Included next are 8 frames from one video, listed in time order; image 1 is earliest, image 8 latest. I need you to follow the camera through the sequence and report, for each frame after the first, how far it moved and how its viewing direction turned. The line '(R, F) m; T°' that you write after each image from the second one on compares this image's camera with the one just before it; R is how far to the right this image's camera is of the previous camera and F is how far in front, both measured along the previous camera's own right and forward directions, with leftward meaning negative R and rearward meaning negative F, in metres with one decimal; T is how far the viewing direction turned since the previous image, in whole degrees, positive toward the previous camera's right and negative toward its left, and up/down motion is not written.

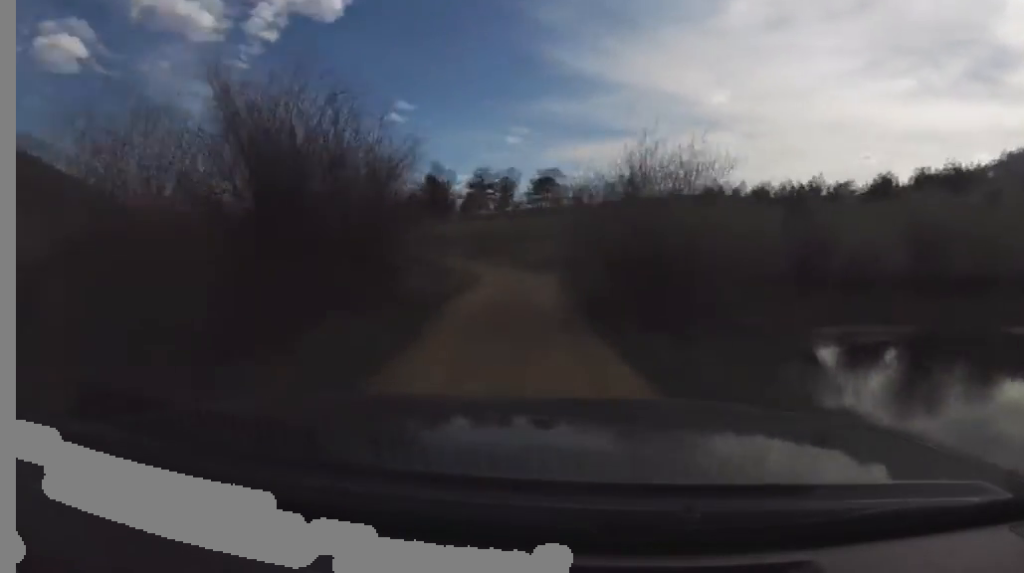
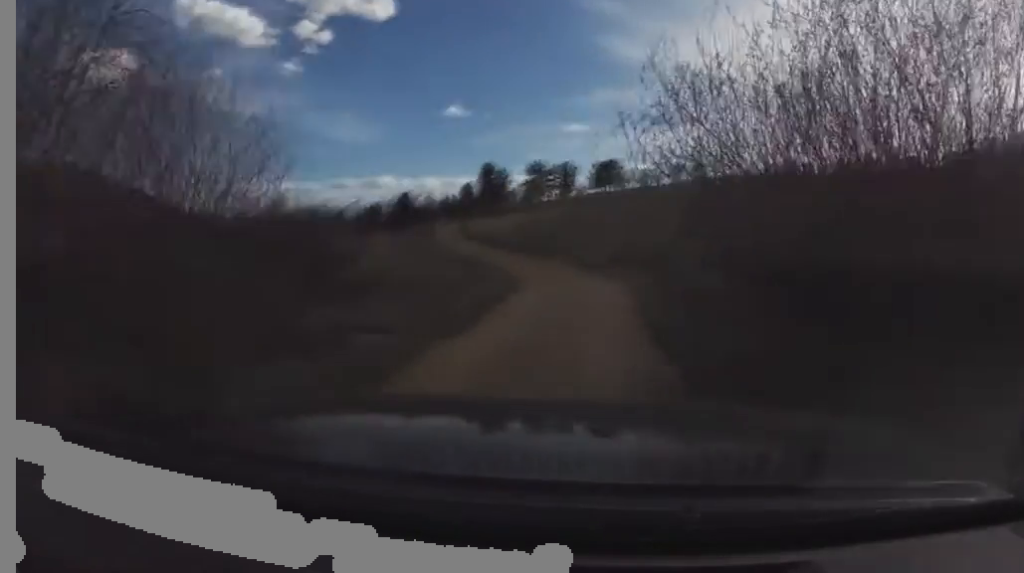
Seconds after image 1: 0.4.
(0.0, +10.0) m; 0°
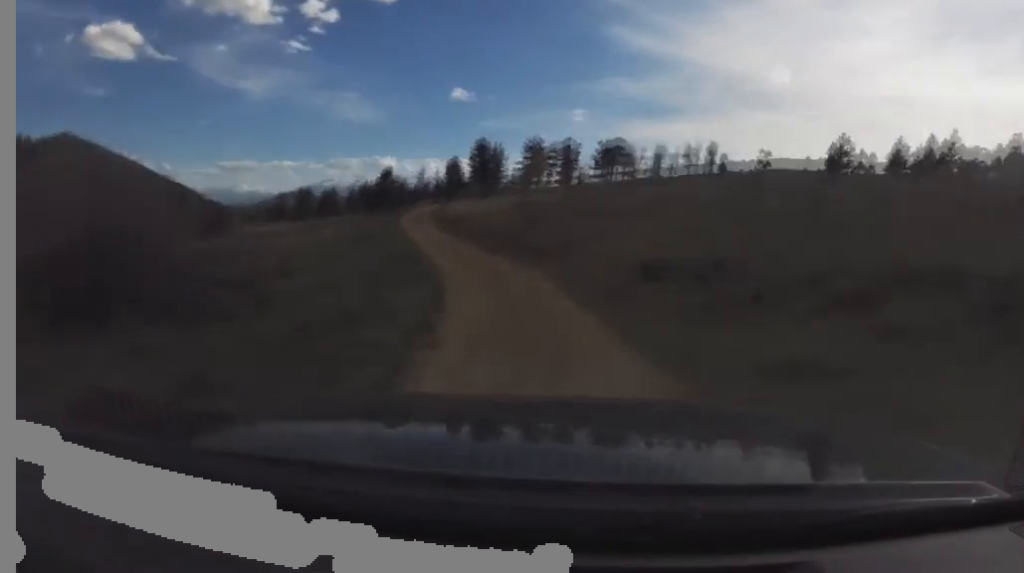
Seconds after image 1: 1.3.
(0.0, +20.4) m; 0°
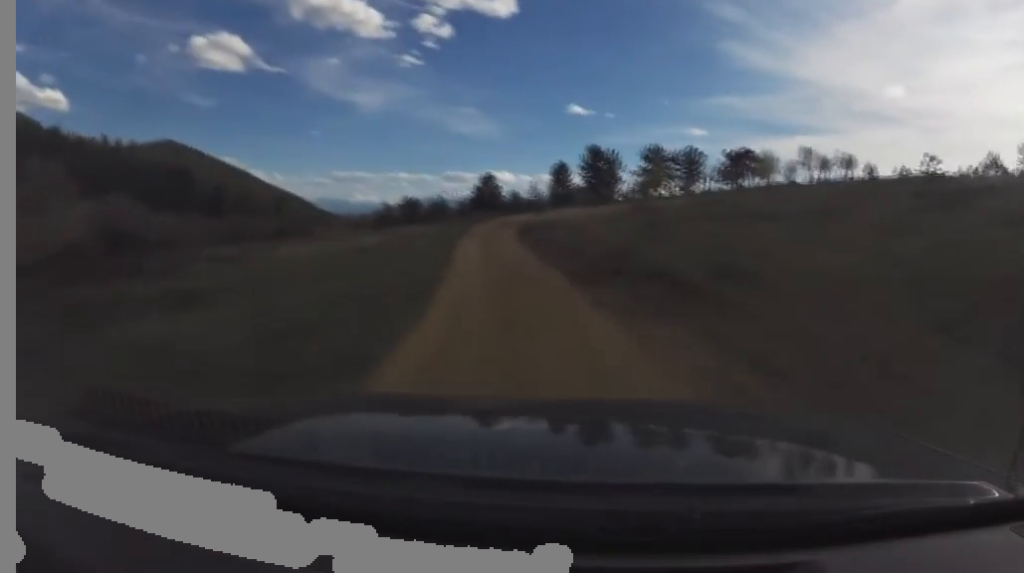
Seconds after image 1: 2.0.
(0.0, +14.9) m; 0°
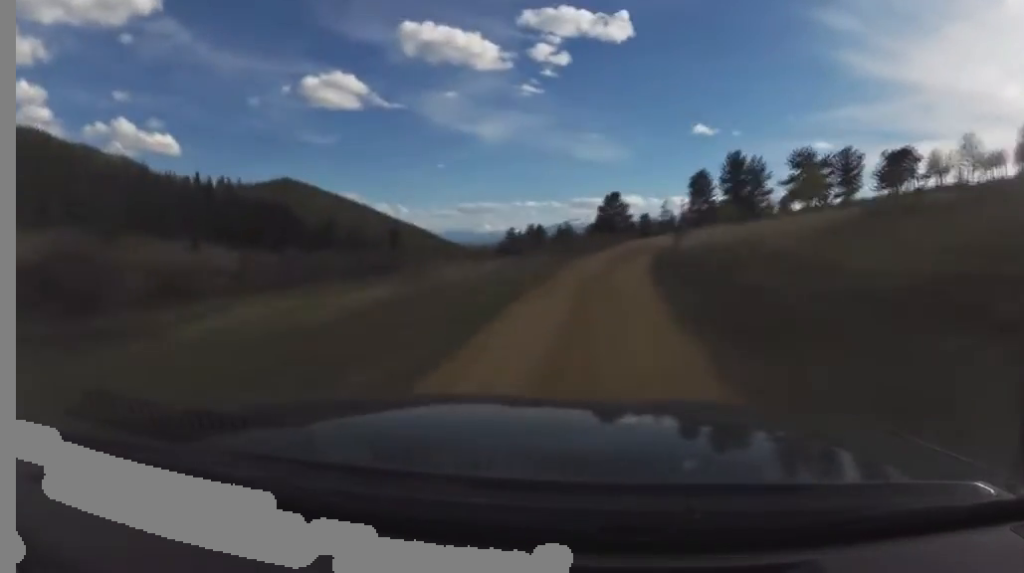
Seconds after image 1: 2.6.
(0.0, +14.0) m; 0°
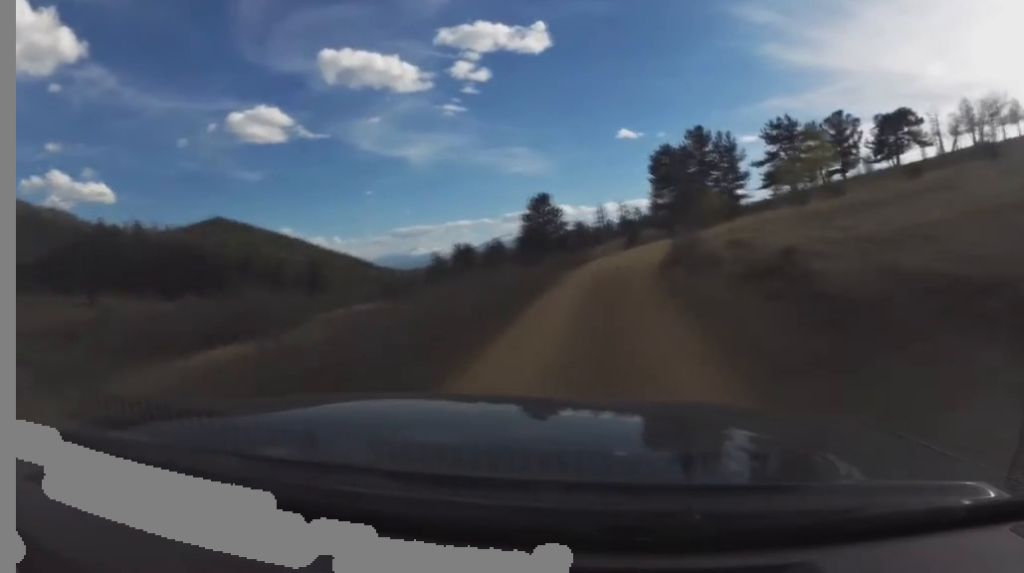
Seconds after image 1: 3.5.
(0.0, +17.4) m; +3°
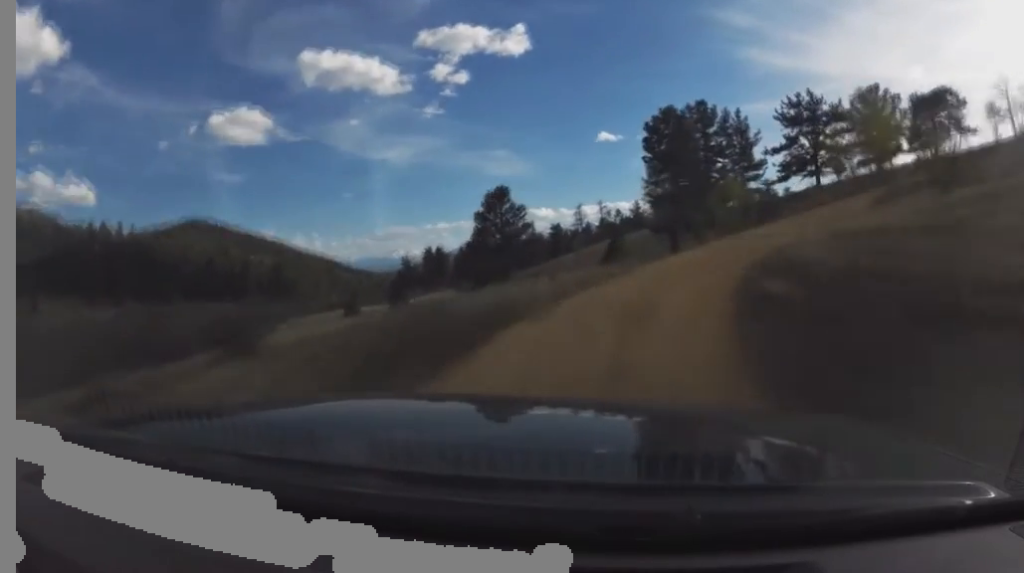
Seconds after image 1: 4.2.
(+0.4, +12.9) m; +7°
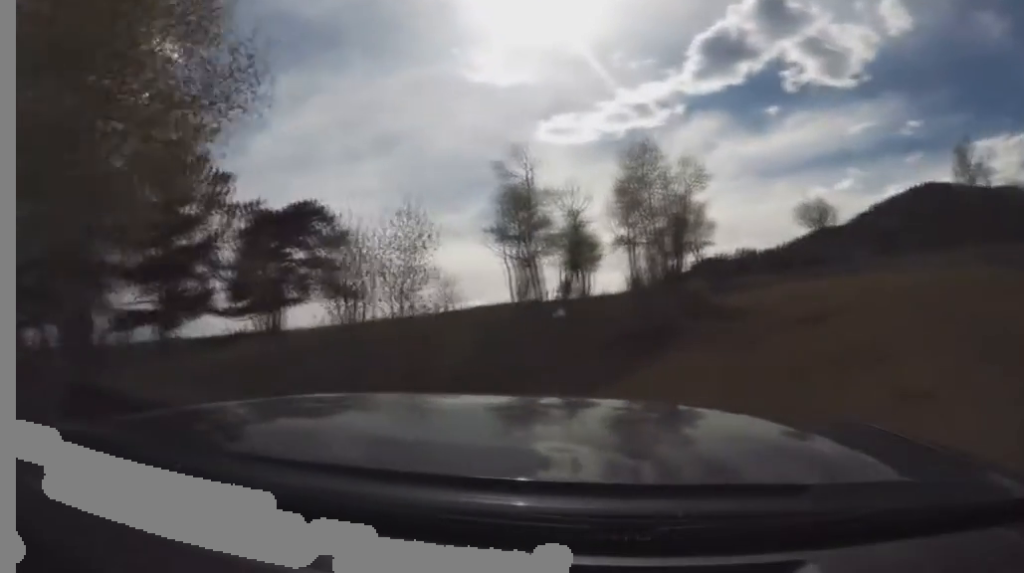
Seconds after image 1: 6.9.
(+13.0, +34.1) m; +45°
